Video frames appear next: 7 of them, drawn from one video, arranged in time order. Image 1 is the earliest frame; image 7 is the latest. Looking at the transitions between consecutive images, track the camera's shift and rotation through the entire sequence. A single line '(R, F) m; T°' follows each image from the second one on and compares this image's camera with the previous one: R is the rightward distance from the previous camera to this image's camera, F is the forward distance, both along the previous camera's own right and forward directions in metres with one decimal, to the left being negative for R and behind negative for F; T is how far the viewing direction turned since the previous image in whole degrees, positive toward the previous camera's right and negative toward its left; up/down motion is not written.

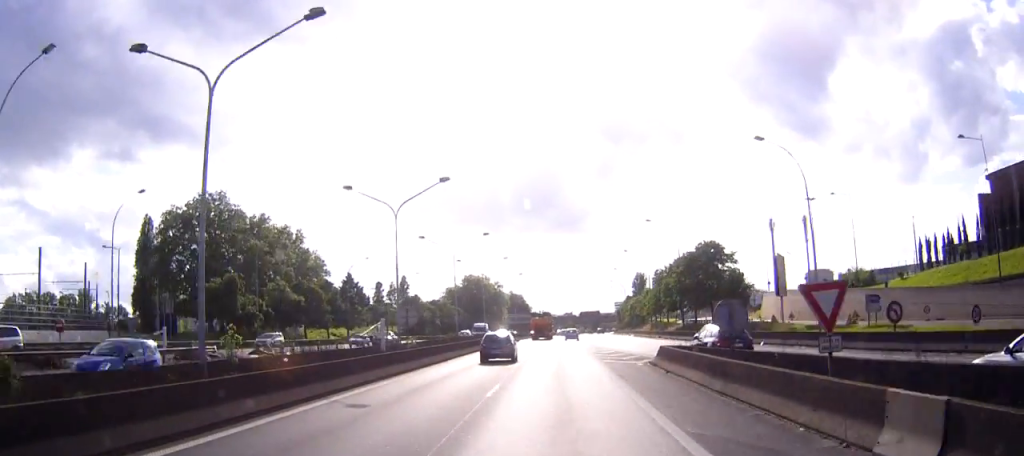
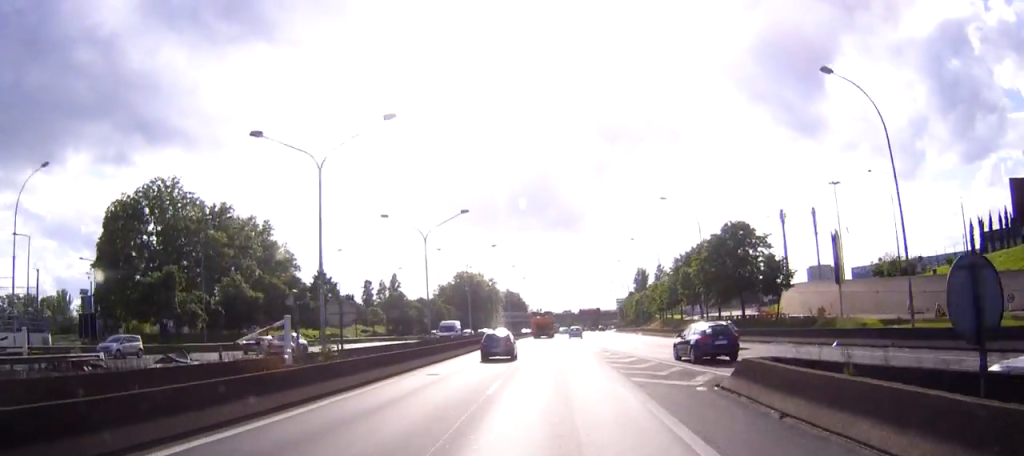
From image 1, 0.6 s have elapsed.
(0.0, +13.0) m; 0°
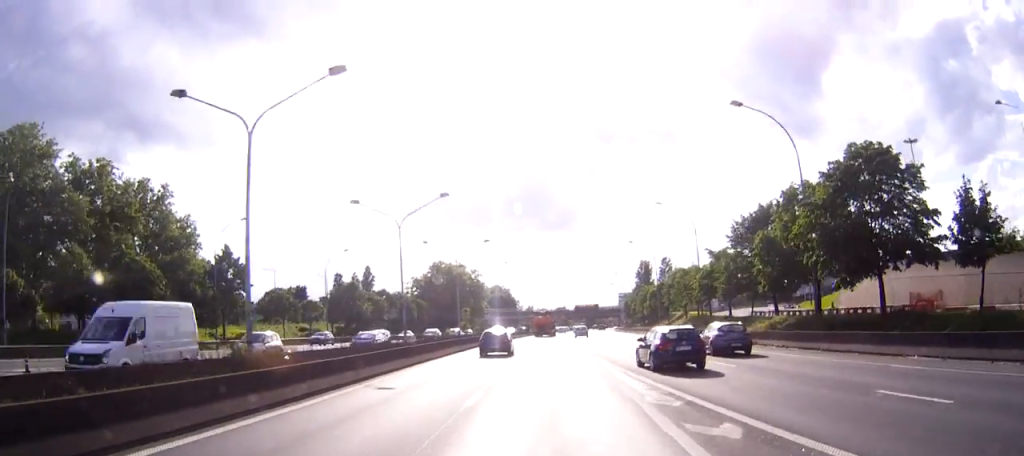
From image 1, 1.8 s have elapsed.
(+0.1, +29.1) m; 0°
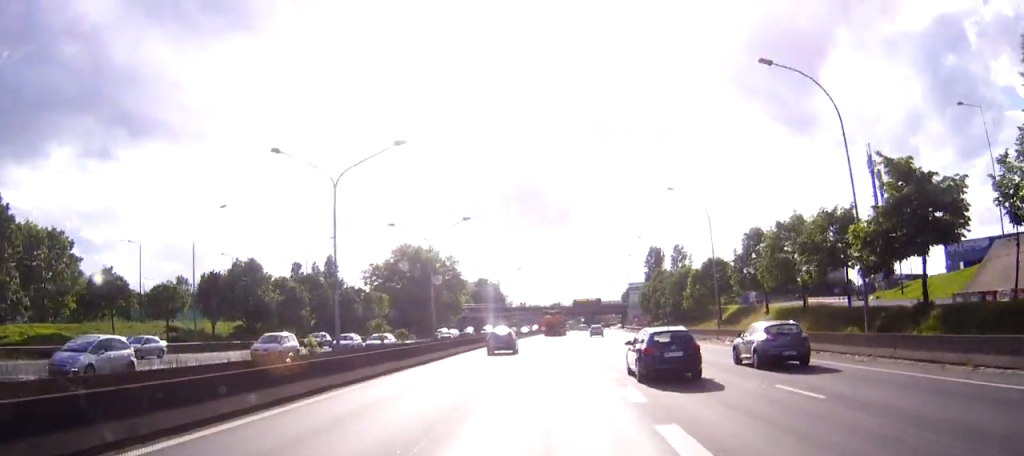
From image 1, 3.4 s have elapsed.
(+0.1, +36.8) m; 0°
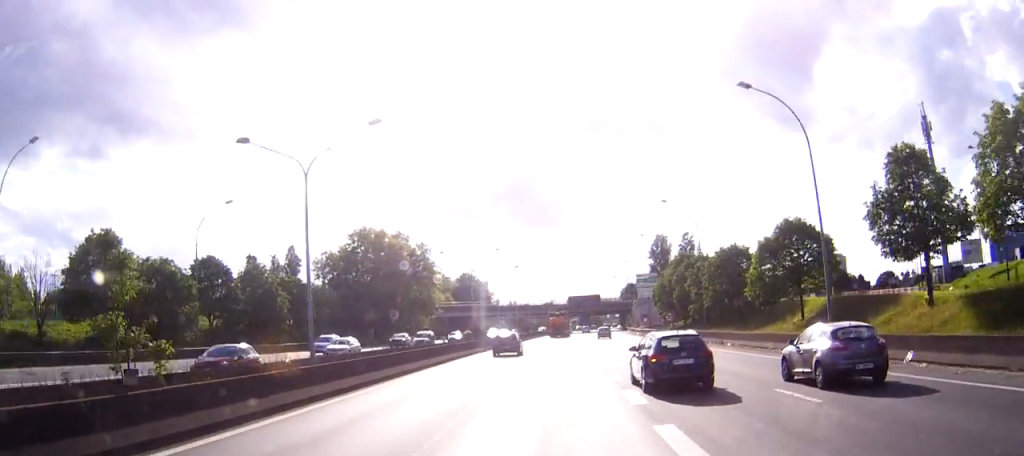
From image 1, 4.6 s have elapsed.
(+0.1, +26.3) m; +1°
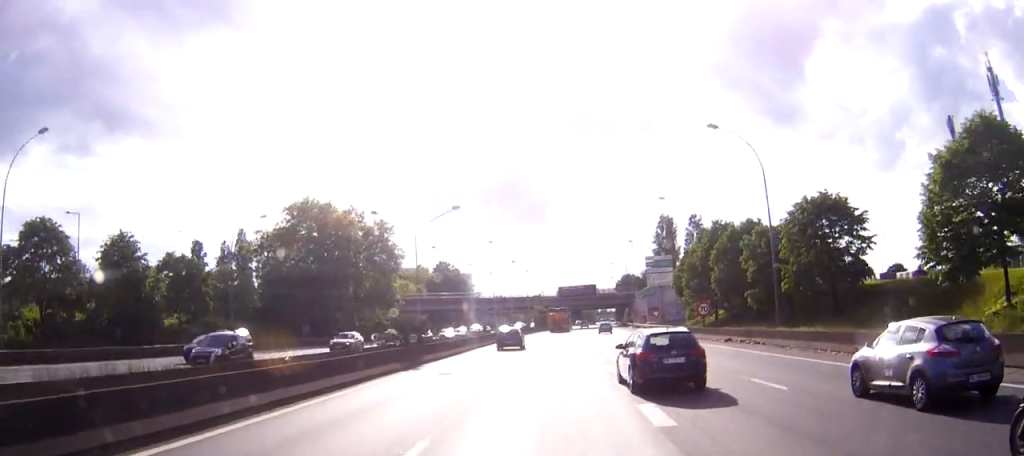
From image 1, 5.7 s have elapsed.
(+0.2, +24.4) m; +1°
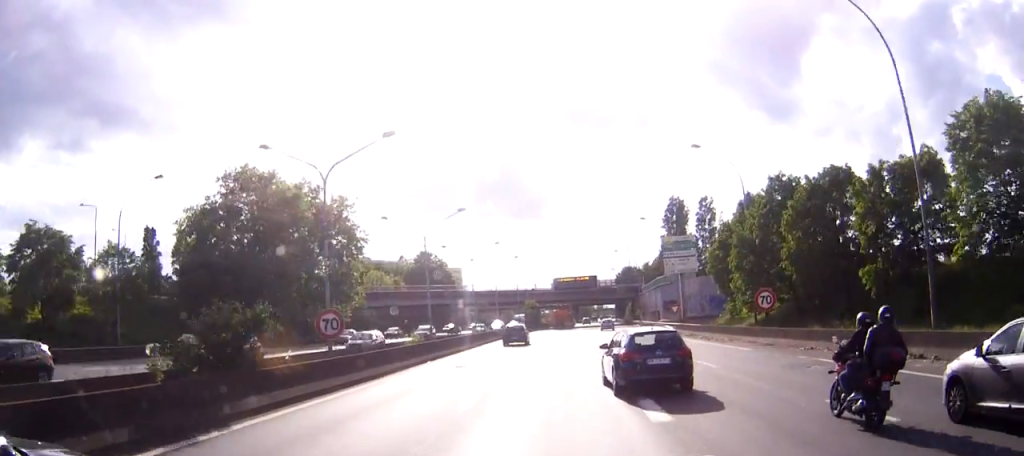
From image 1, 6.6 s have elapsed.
(+0.1, +19.0) m; +1°
